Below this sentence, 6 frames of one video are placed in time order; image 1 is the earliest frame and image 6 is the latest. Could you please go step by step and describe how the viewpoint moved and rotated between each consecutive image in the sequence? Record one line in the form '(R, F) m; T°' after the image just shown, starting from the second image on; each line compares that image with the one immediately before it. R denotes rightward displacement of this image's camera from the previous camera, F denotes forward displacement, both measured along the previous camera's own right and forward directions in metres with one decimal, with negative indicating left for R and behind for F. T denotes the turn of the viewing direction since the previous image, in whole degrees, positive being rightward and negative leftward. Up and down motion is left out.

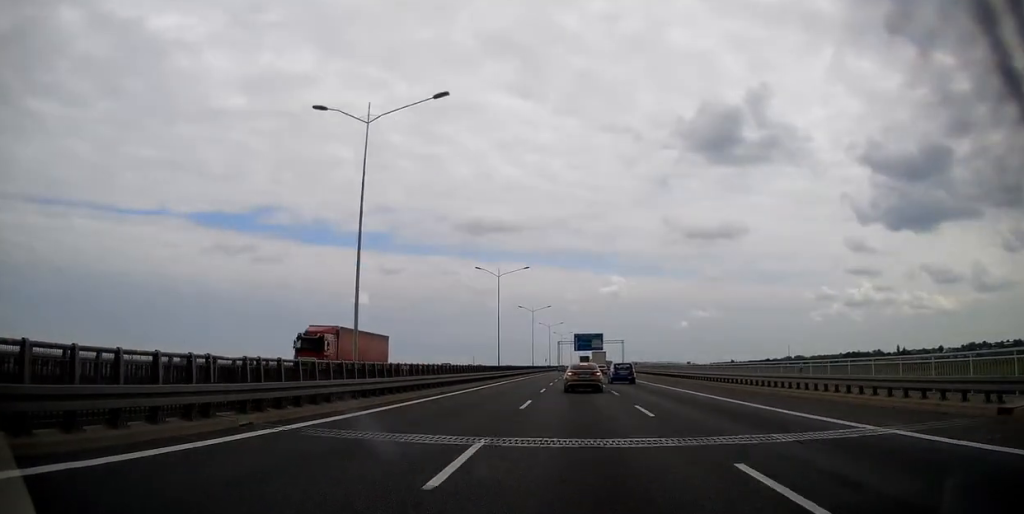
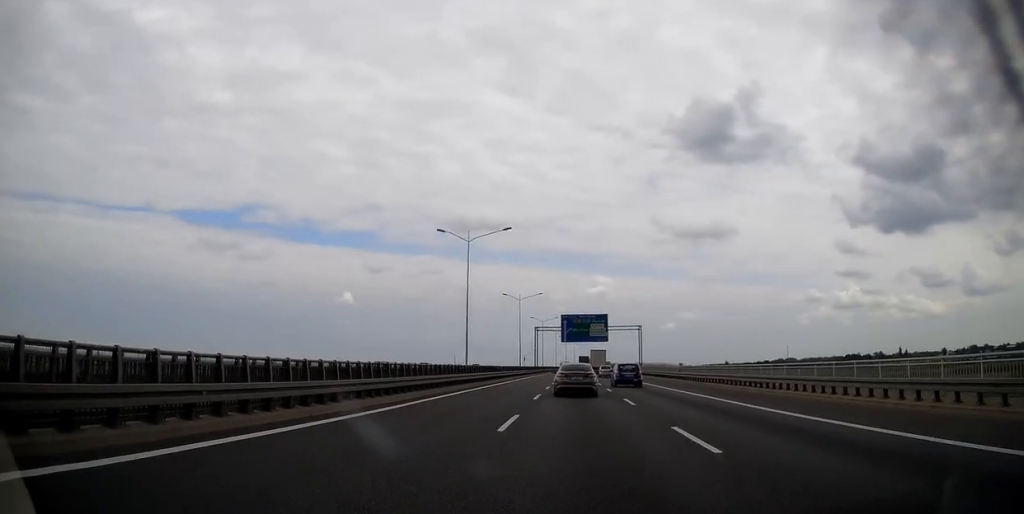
(+1.5, +66.4) m; +2°
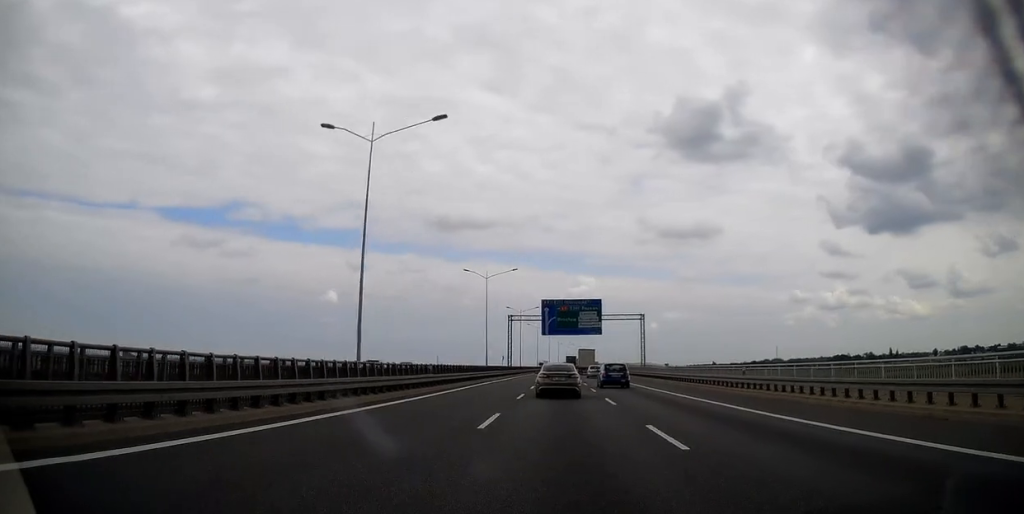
(0.0, +23.8) m; +1°
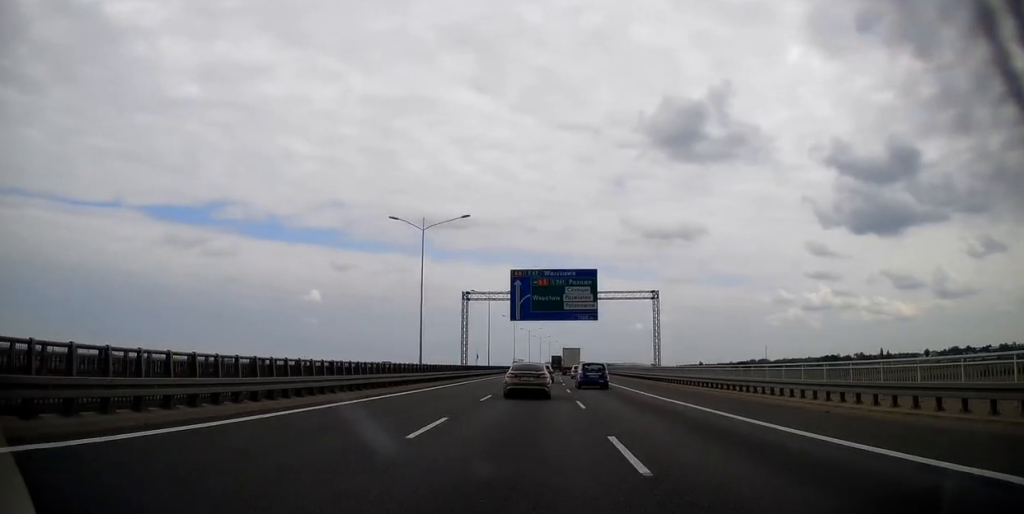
(+0.4, +26.2) m; +2°
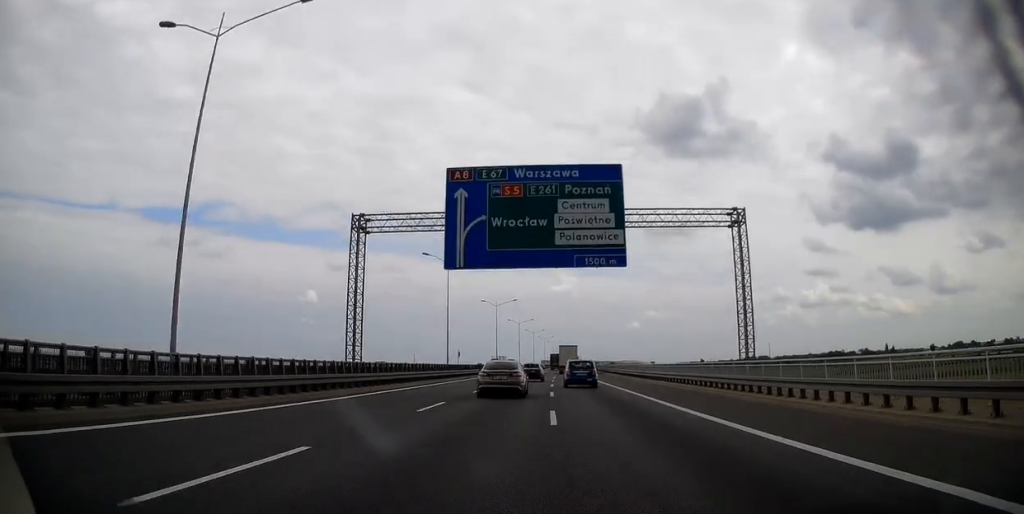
(+0.4, +30.5) m; +1°
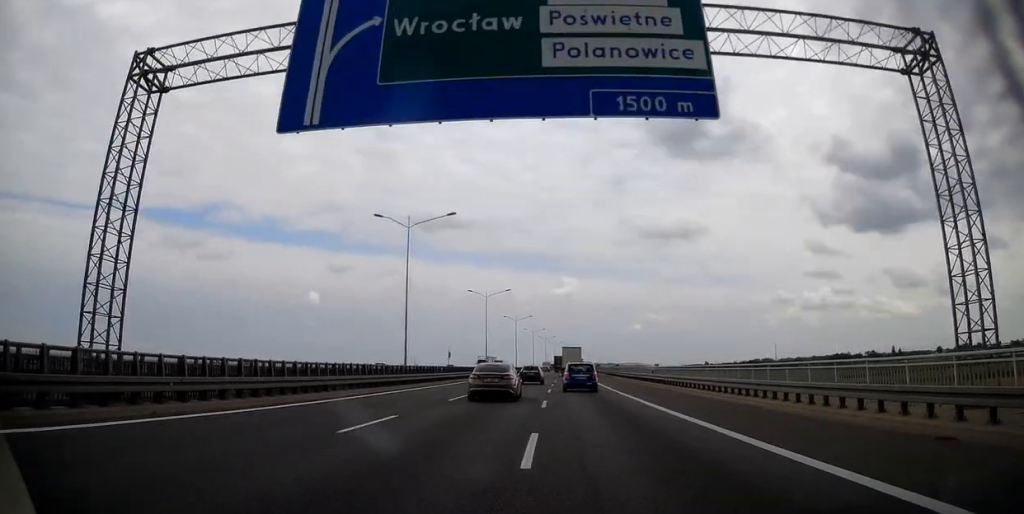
(0.0, +17.4) m; 0°
